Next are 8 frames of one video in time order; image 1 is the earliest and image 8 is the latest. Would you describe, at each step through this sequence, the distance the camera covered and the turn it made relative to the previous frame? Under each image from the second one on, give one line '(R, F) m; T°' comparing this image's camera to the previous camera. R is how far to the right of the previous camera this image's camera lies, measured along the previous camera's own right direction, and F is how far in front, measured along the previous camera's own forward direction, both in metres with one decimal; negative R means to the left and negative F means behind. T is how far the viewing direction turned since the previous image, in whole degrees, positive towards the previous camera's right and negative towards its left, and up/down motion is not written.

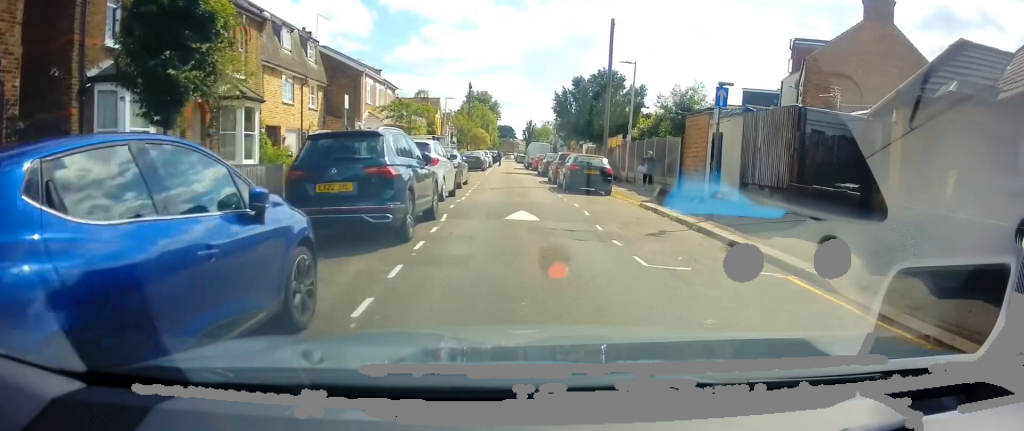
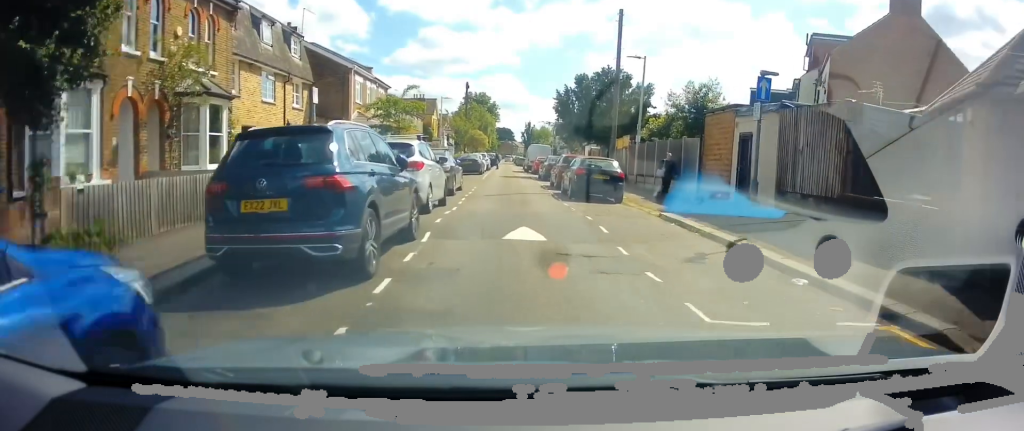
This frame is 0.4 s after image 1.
(0.0, +1.6) m; 0°
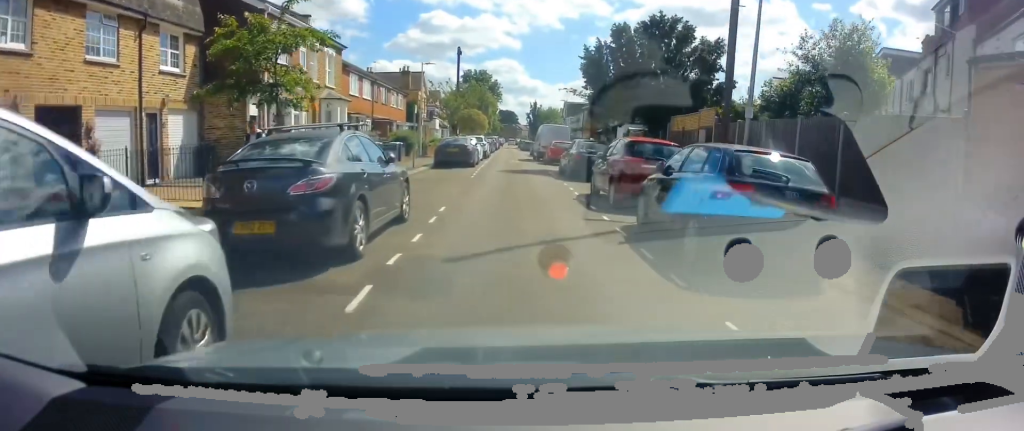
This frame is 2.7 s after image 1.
(0.0, +9.6) m; +1°
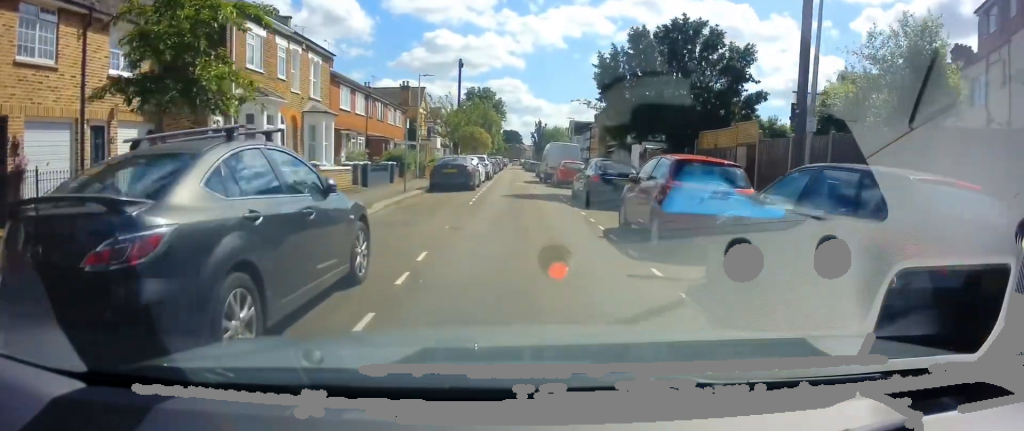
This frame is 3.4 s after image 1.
(0.0, +3.3) m; +1°
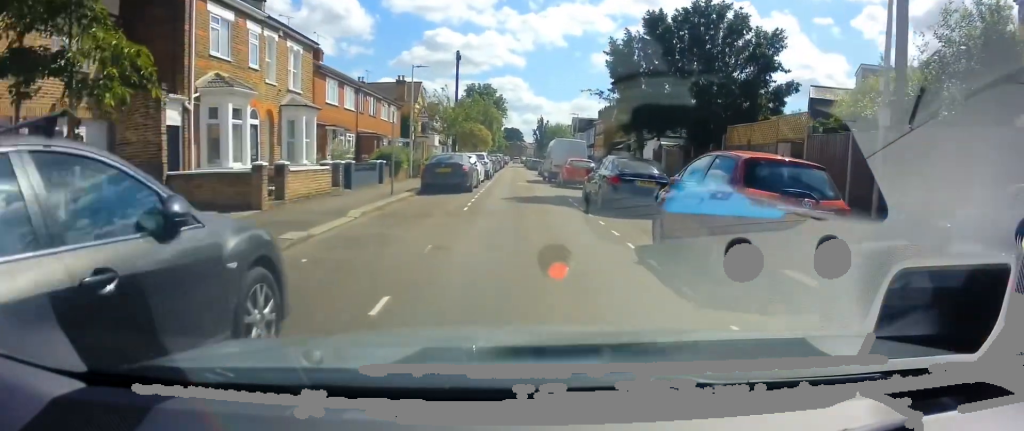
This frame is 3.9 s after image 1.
(0.0, +2.9) m; 0°
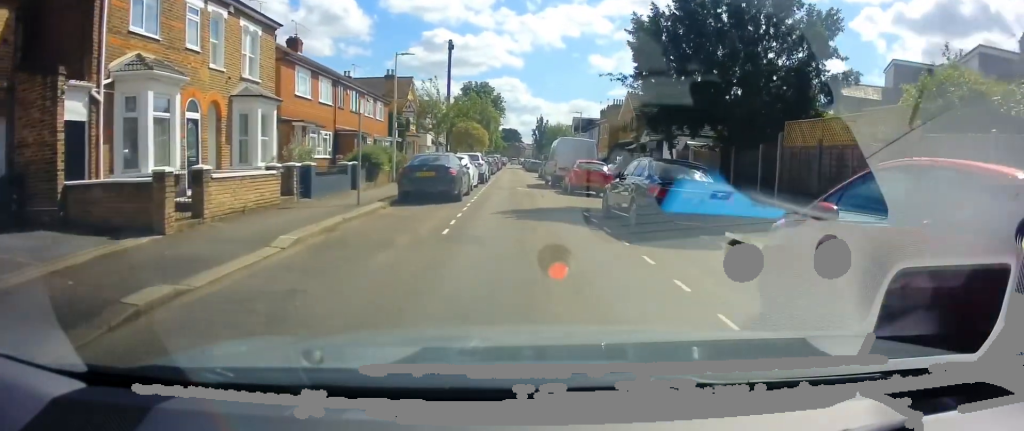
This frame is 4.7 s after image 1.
(-0.1, +4.4) m; -1°
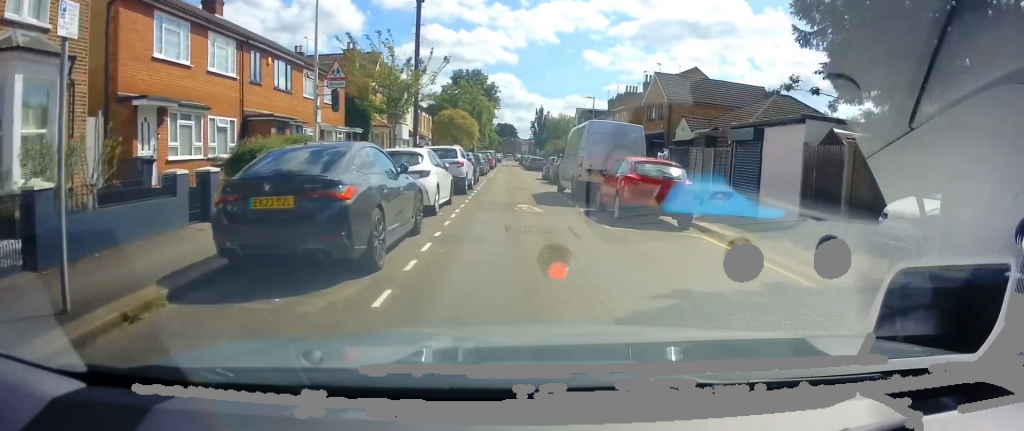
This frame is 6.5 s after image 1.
(-0.2, +10.8) m; -1°
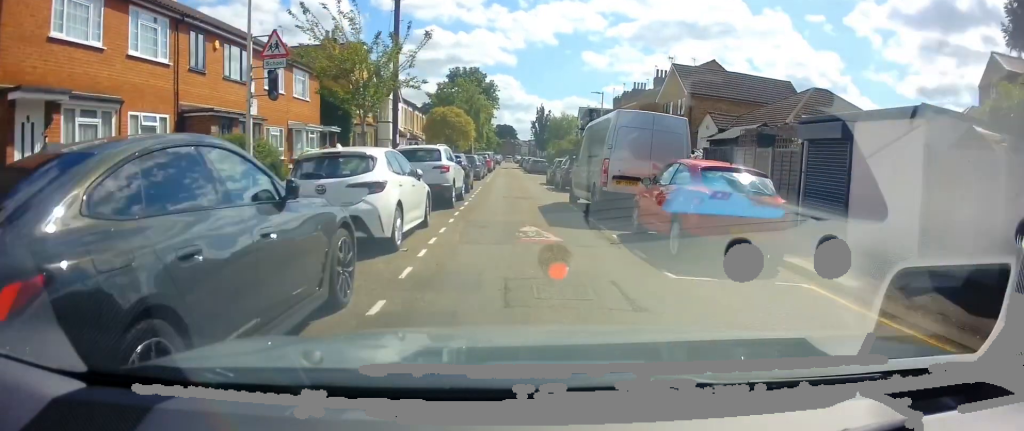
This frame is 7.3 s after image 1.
(0.0, +4.6) m; 0°
